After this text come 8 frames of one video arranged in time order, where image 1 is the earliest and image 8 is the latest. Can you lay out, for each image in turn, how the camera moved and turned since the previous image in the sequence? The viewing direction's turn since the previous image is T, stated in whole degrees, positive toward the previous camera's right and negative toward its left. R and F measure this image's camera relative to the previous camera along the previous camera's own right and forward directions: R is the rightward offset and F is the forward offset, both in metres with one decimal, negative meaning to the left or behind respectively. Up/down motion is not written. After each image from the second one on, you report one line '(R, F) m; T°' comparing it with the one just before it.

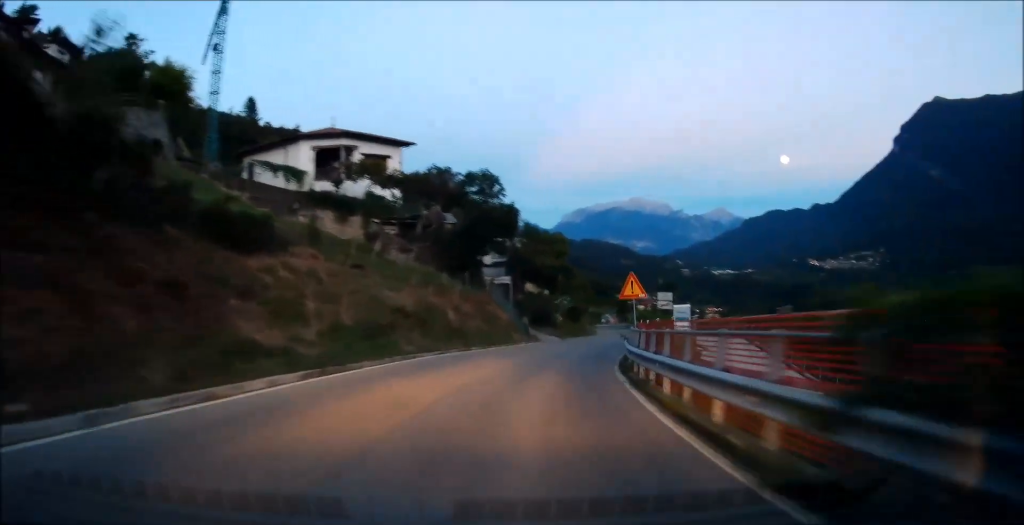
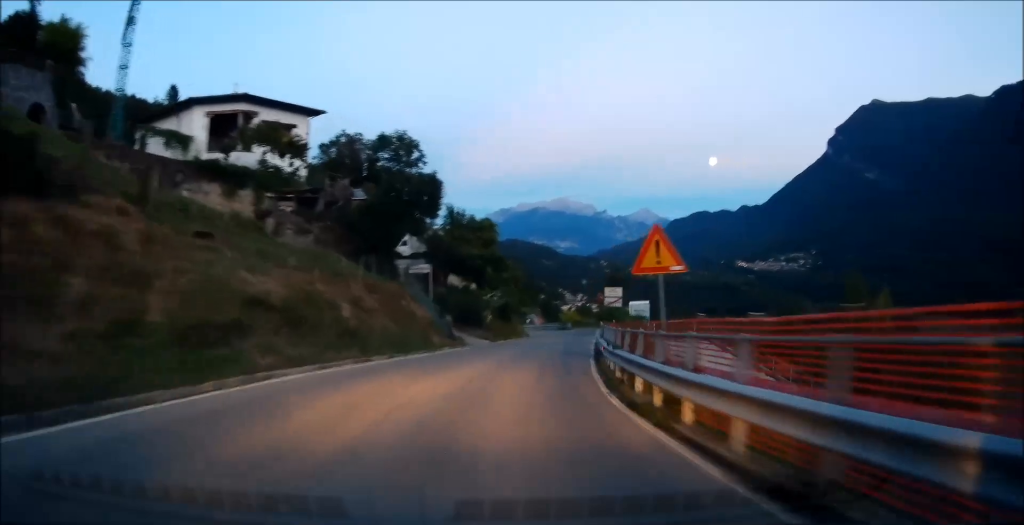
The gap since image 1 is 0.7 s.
(+0.4, +8.8) m; +5°
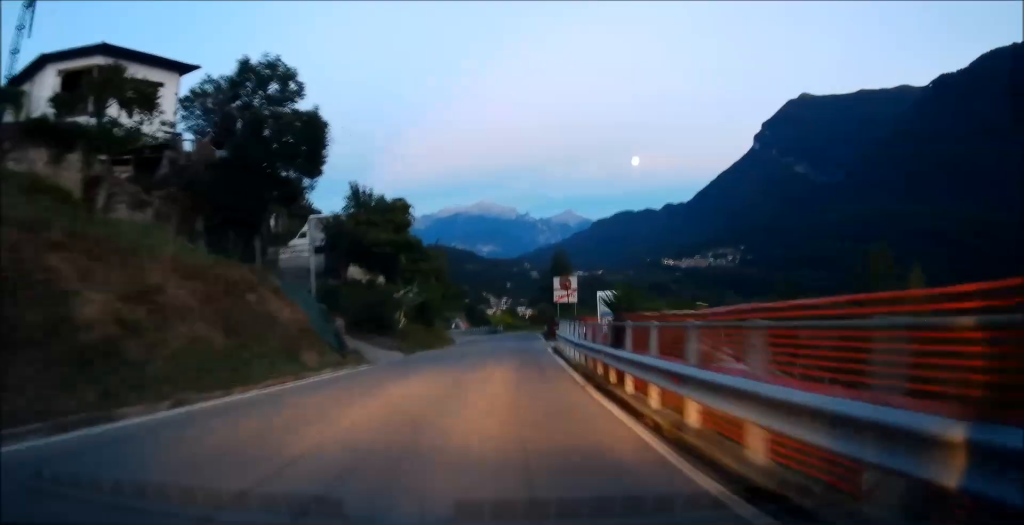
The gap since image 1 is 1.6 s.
(+0.7, +11.9) m; +6°
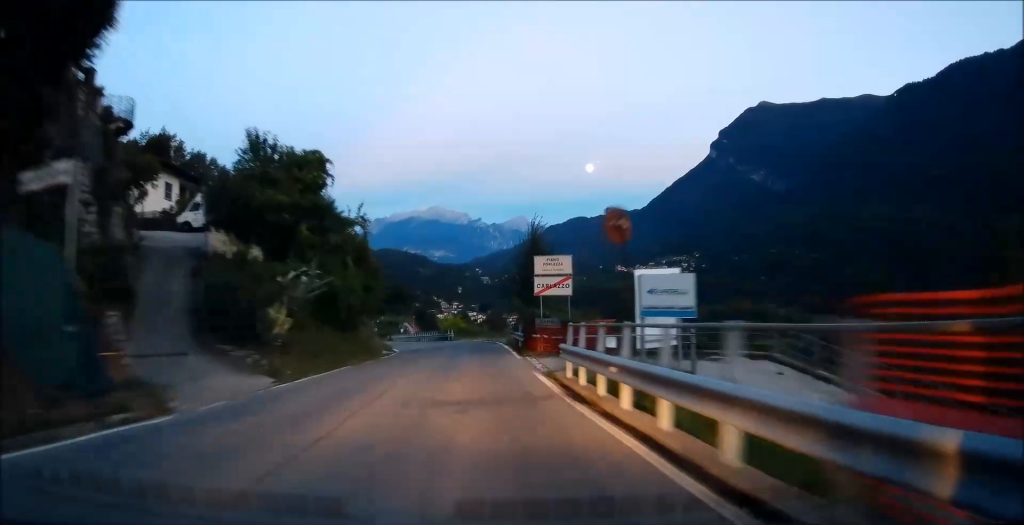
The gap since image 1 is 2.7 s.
(+0.7, +14.3) m; +3°
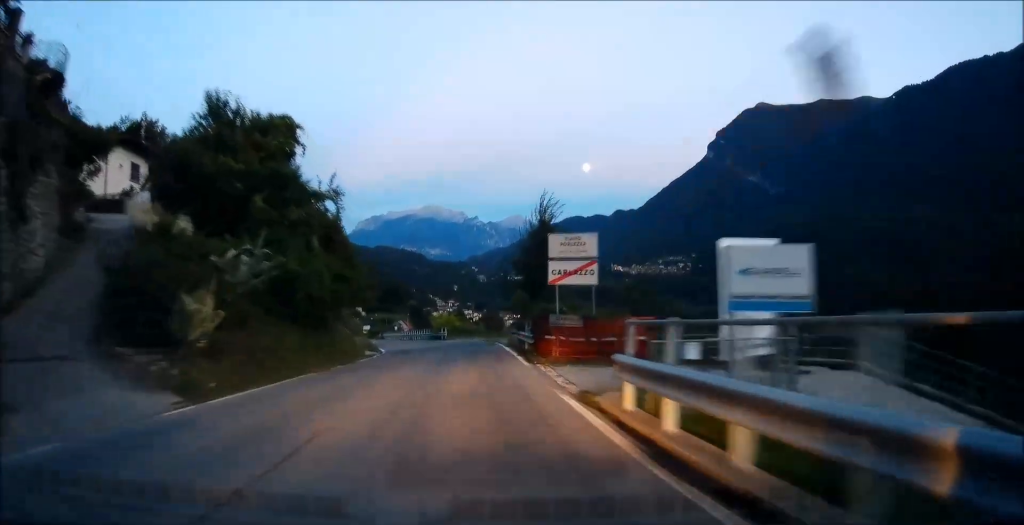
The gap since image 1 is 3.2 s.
(+0.1, +5.7) m; 0°
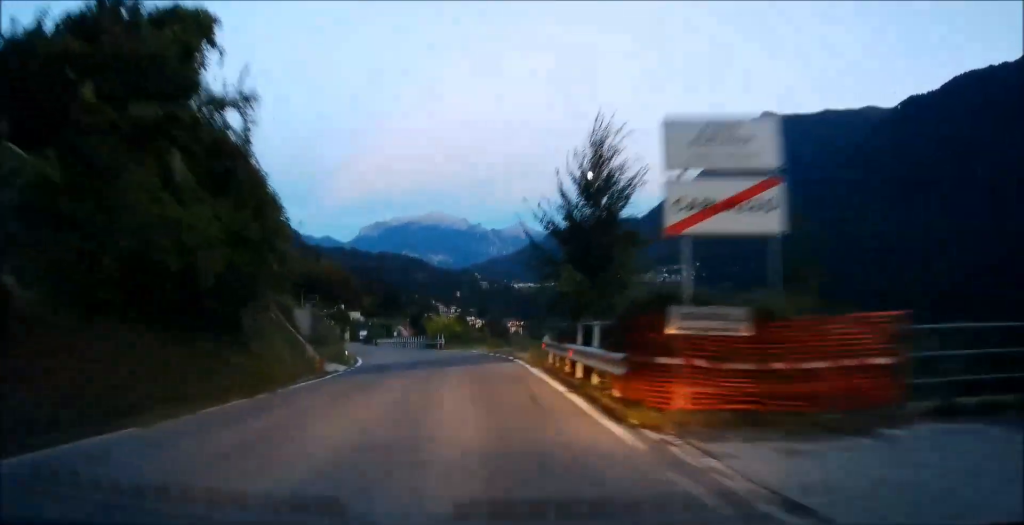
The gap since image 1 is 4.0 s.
(-0.2, +11.5) m; +2°
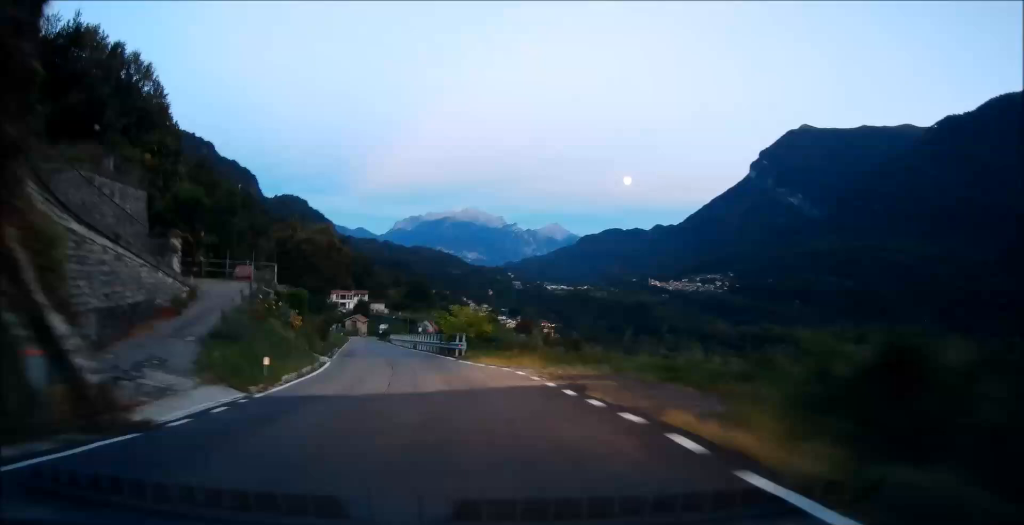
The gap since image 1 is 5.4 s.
(+0.2, +18.5) m; -4°
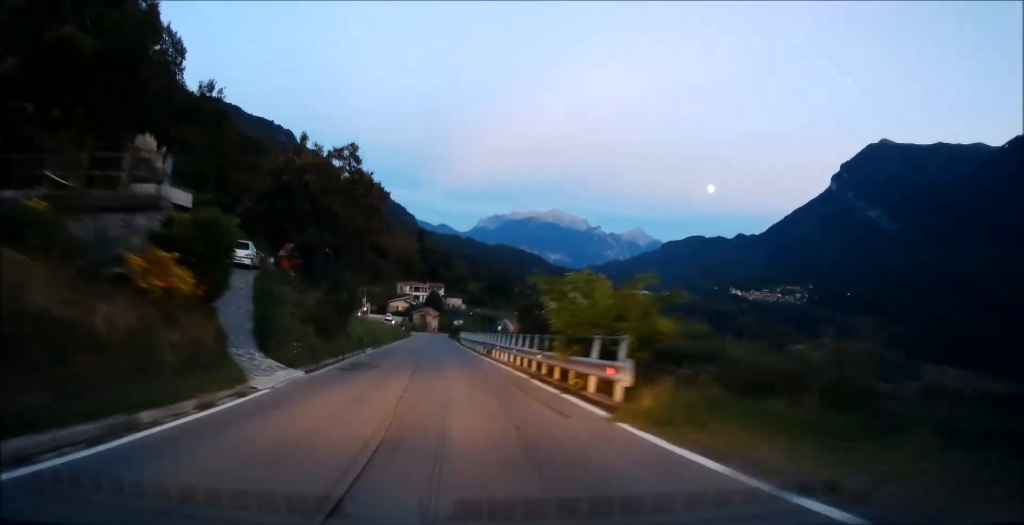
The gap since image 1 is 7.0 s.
(-2.0, +20.1) m; -7°
